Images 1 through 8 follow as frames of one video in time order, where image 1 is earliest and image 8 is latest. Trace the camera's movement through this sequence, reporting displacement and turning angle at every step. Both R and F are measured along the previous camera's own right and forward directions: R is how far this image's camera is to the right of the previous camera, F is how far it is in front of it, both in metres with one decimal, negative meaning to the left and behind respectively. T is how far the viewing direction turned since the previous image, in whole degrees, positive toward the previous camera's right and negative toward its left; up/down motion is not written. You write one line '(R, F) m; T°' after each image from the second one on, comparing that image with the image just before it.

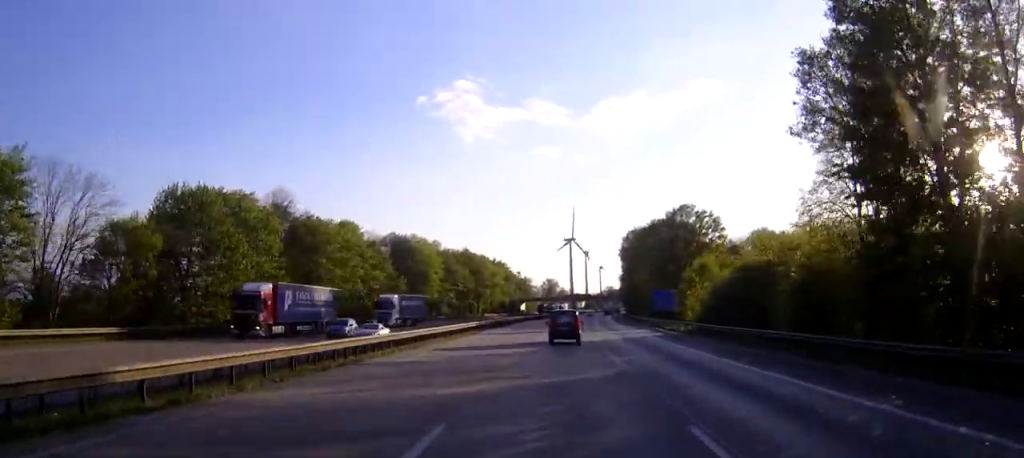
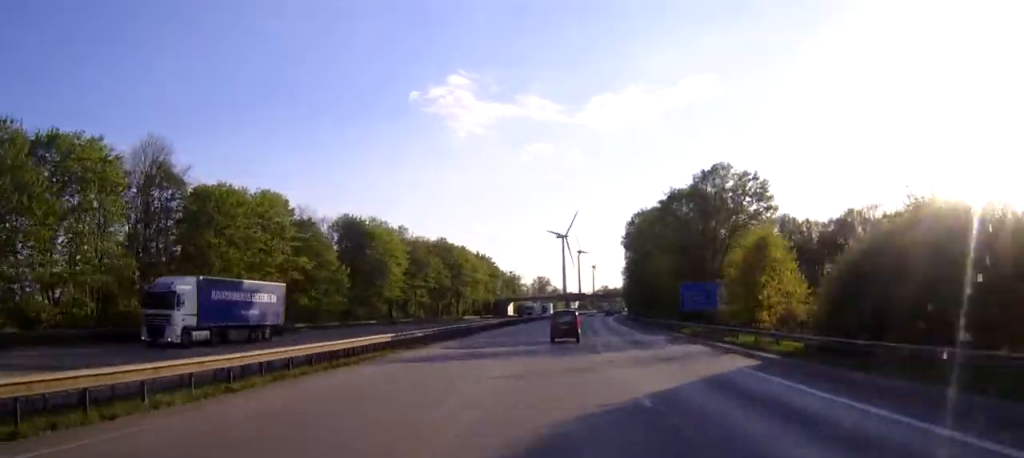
(+0.2, +27.3) m; +1°
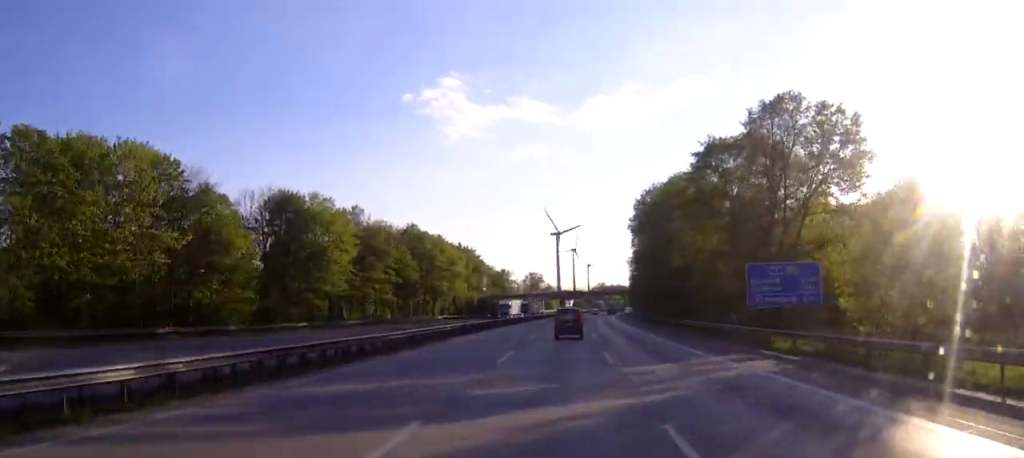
(+0.1, +26.3) m; +1°
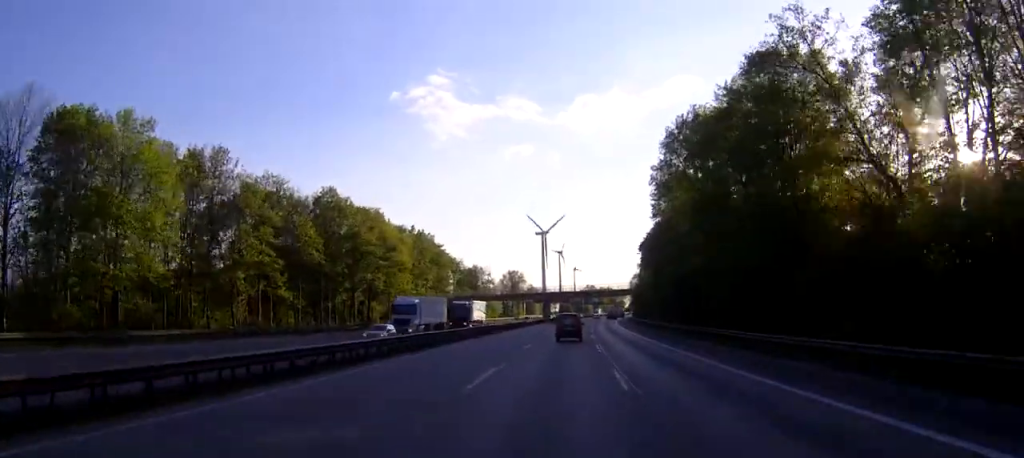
(+0.4, +42.4) m; +1°
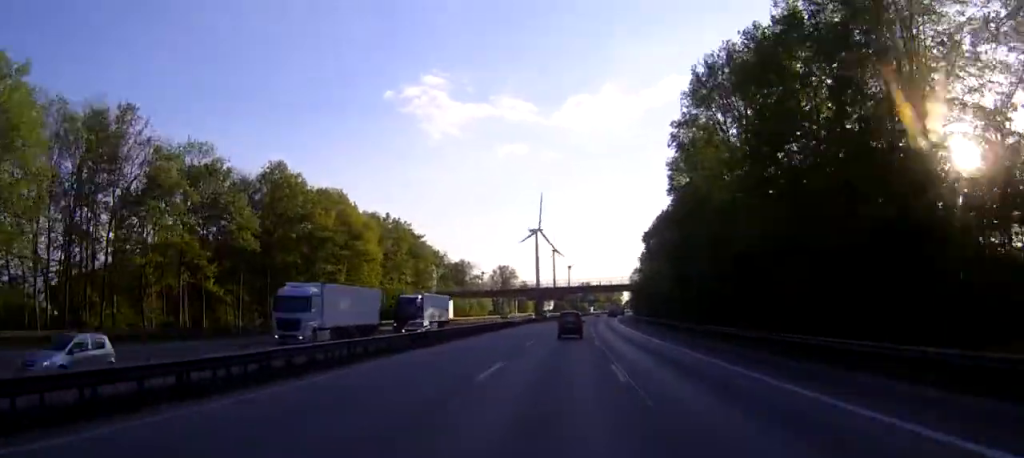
(0.0, +16.2) m; 0°
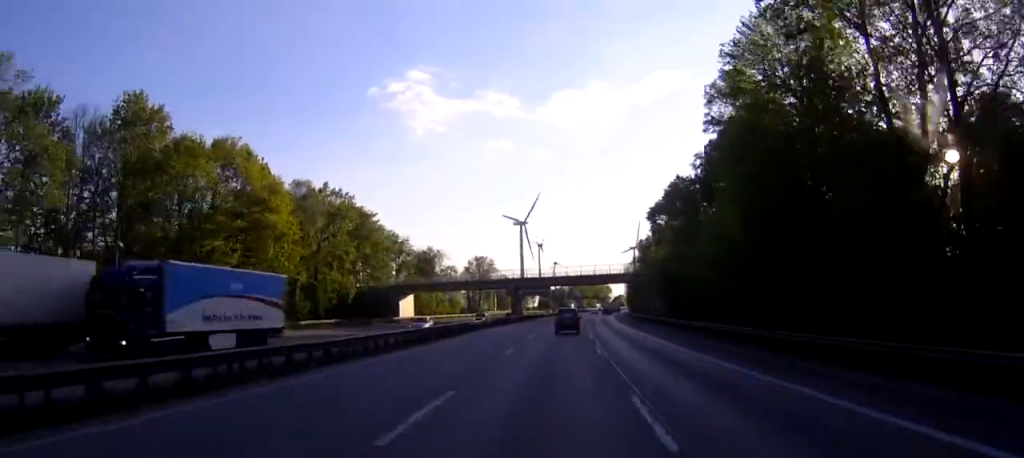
(+0.1, +27.3) m; +1°
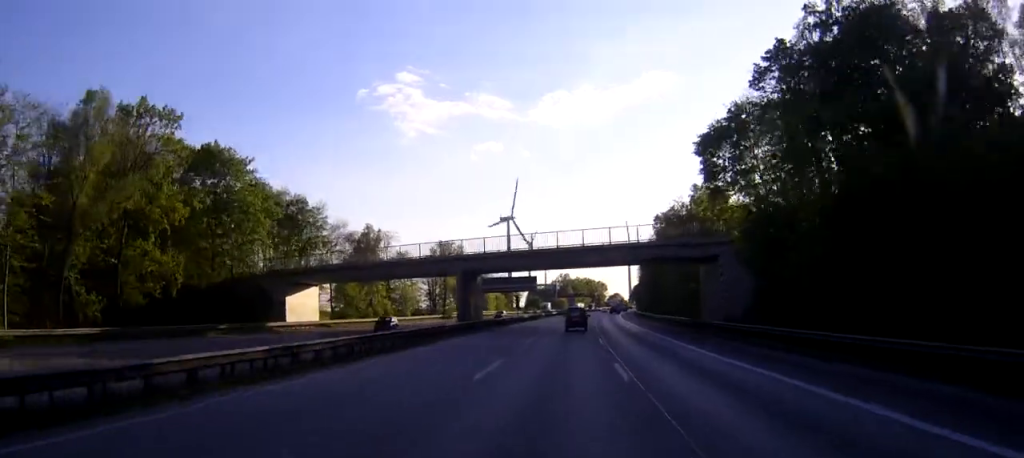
(+0.7, +45.5) m; +1°
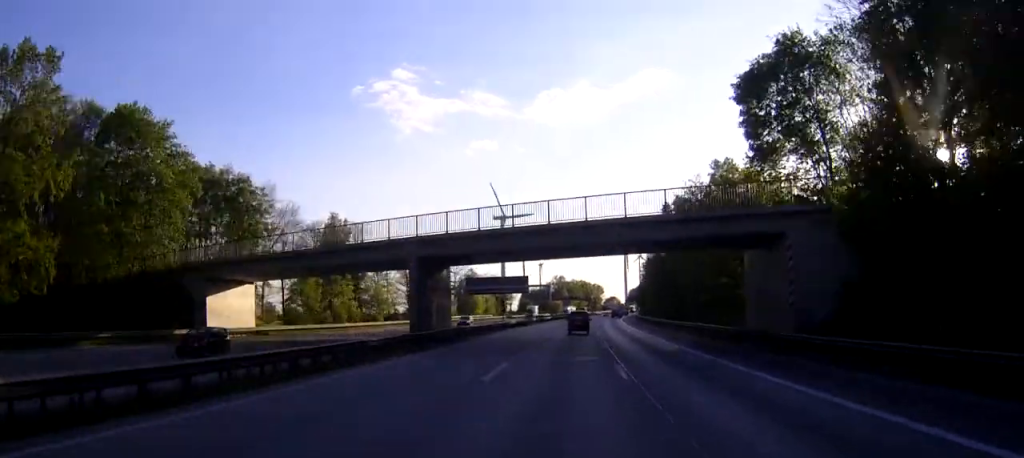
(0.0, +16.2) m; 0°
